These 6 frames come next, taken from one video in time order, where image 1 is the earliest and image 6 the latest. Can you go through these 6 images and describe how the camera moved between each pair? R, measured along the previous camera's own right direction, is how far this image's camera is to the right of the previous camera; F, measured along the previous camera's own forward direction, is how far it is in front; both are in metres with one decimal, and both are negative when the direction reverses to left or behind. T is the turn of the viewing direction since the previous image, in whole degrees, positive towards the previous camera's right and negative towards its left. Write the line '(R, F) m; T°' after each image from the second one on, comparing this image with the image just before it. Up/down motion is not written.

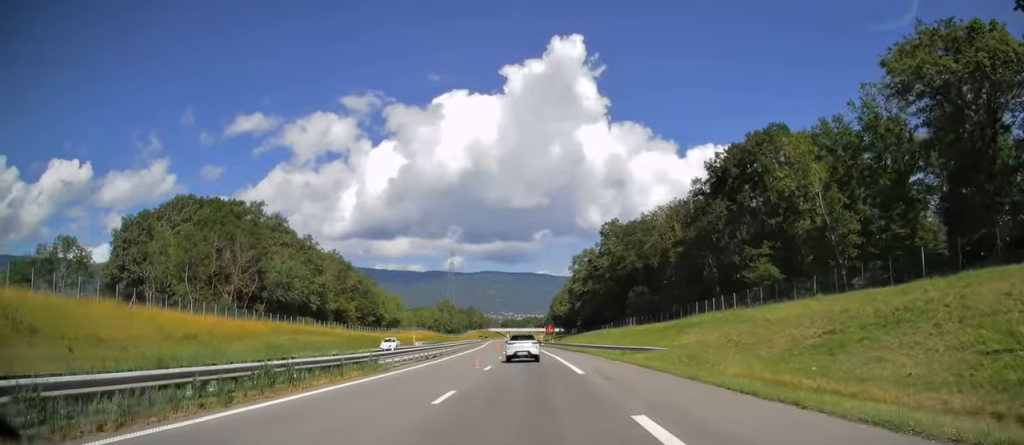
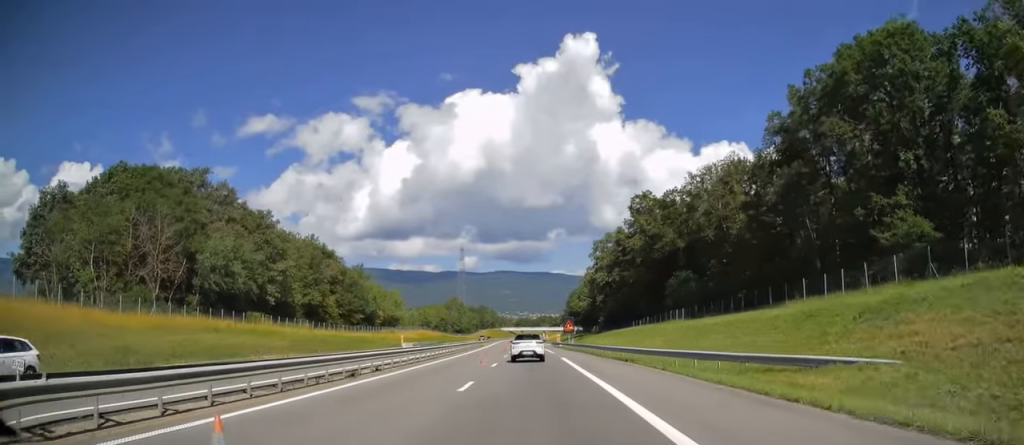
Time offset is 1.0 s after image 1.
(-0.5, +23.1) m; -2°
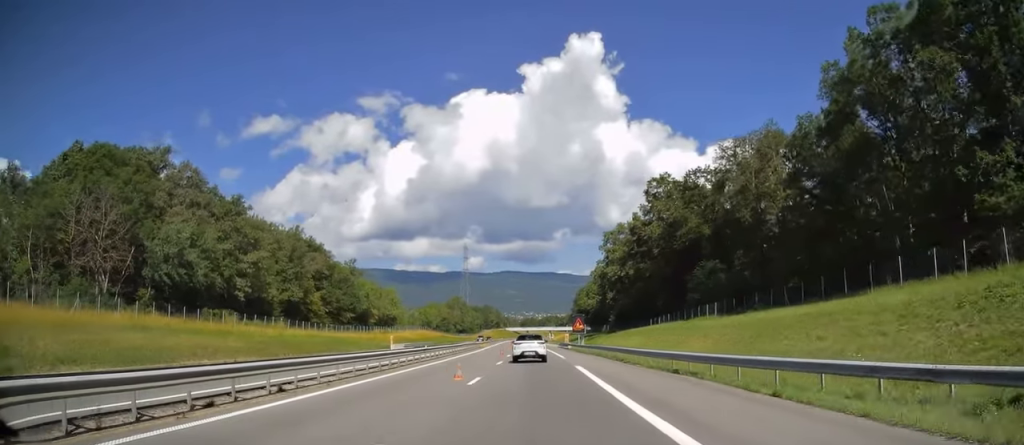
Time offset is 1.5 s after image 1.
(-0.1, +11.0) m; -1°
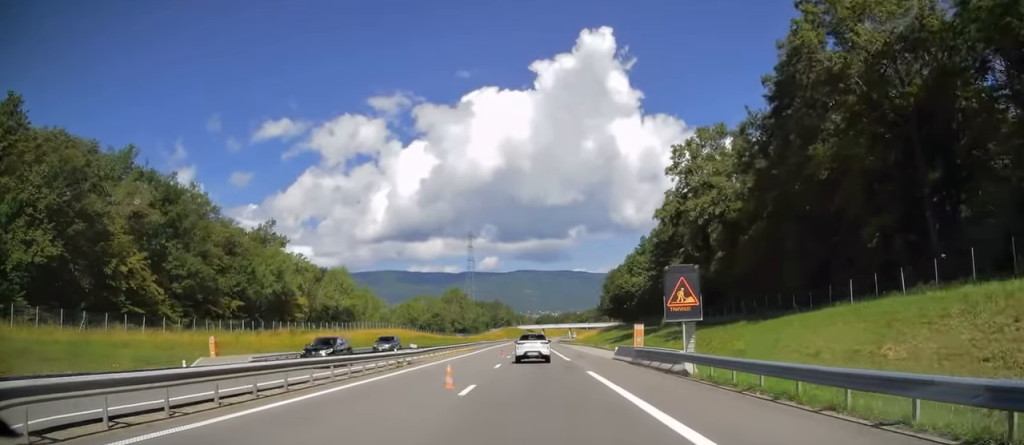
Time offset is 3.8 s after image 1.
(-0.6, +55.1) m; -2°
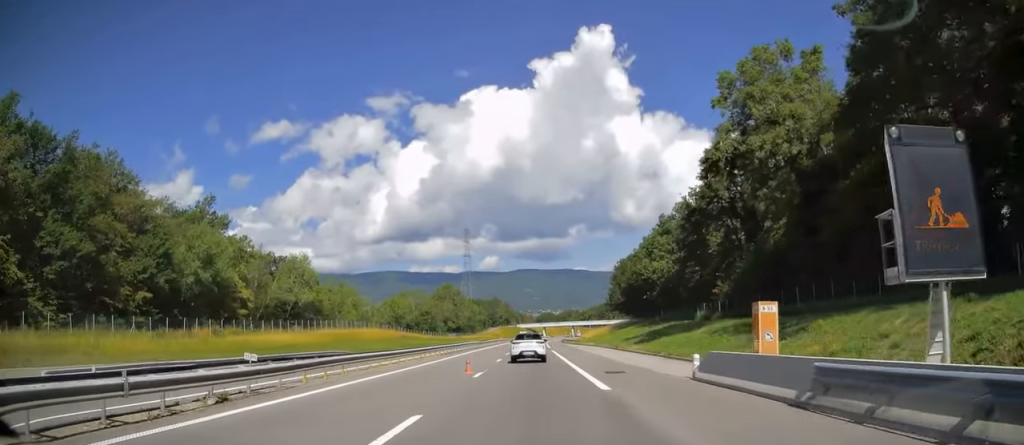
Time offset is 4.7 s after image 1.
(-0.3, +19.9) m; -1°
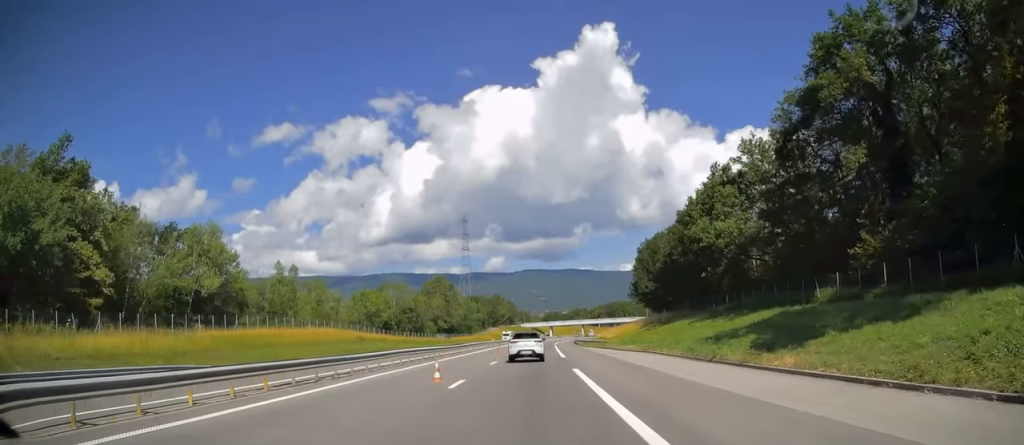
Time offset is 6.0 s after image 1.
(+0.4, +30.6) m; +1°
